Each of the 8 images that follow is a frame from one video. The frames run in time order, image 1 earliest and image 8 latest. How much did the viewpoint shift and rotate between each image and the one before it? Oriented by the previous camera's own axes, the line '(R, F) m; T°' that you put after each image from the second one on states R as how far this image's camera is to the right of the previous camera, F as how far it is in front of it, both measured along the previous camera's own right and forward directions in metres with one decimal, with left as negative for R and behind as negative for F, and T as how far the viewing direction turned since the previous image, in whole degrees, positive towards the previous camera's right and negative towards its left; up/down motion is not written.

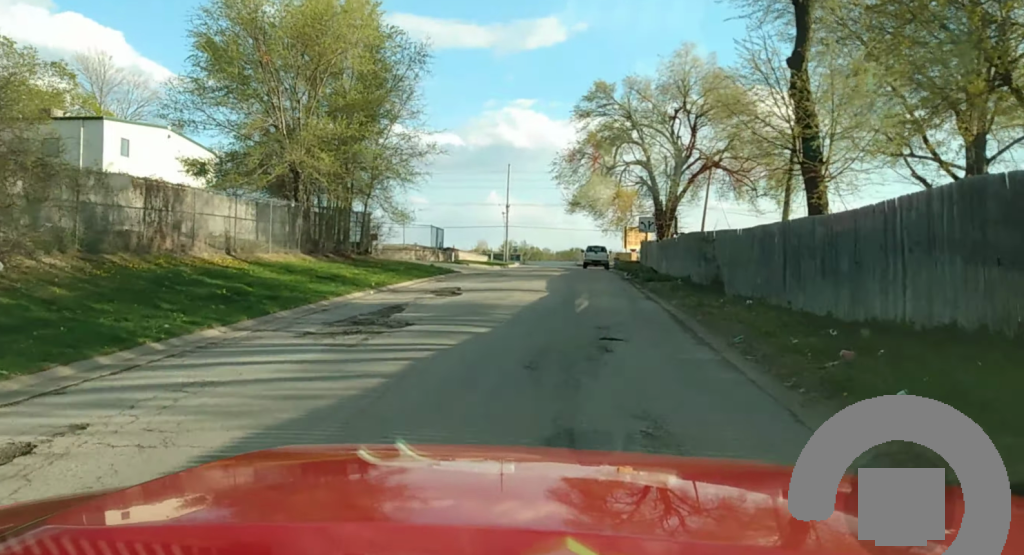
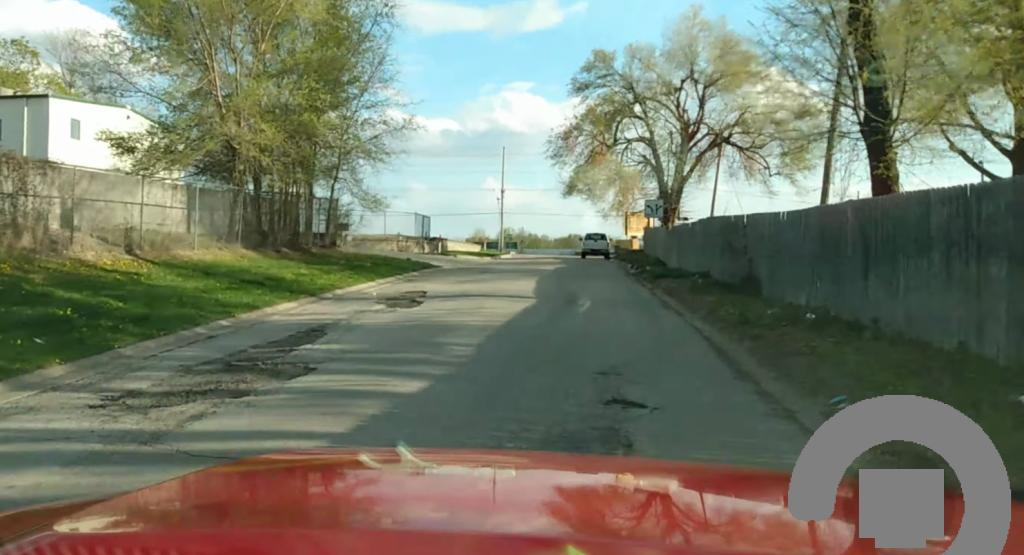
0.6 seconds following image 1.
(-0.1, +5.9) m; +1°
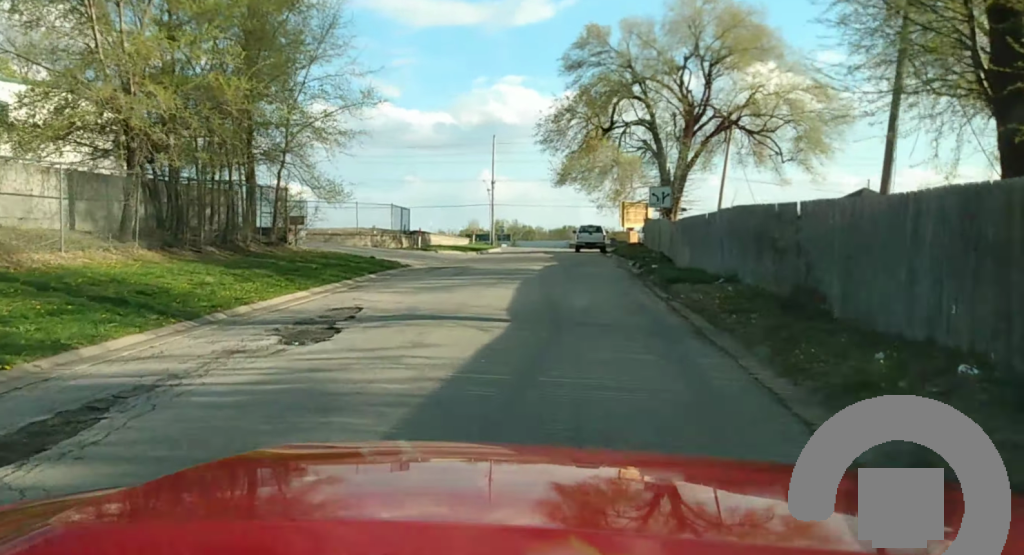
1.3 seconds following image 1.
(+0.5, +6.6) m; +1°
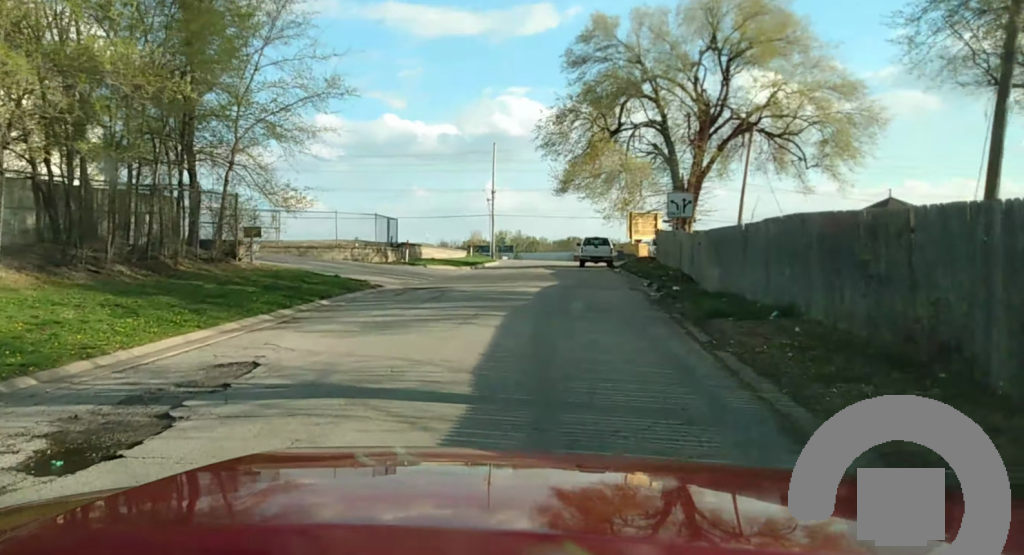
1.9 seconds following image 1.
(-0.2, +5.5) m; -1°
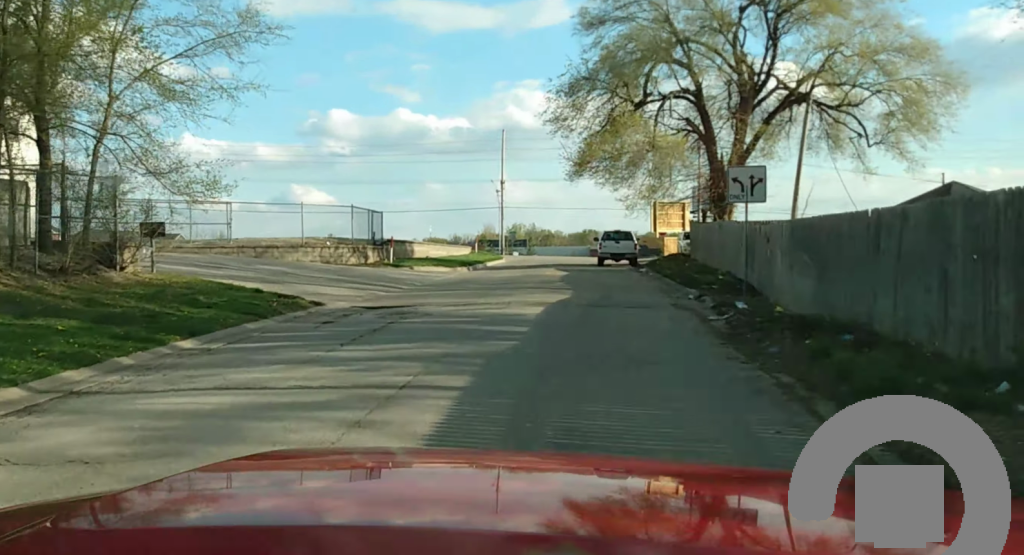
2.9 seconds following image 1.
(-0.3, +8.9) m; -2°
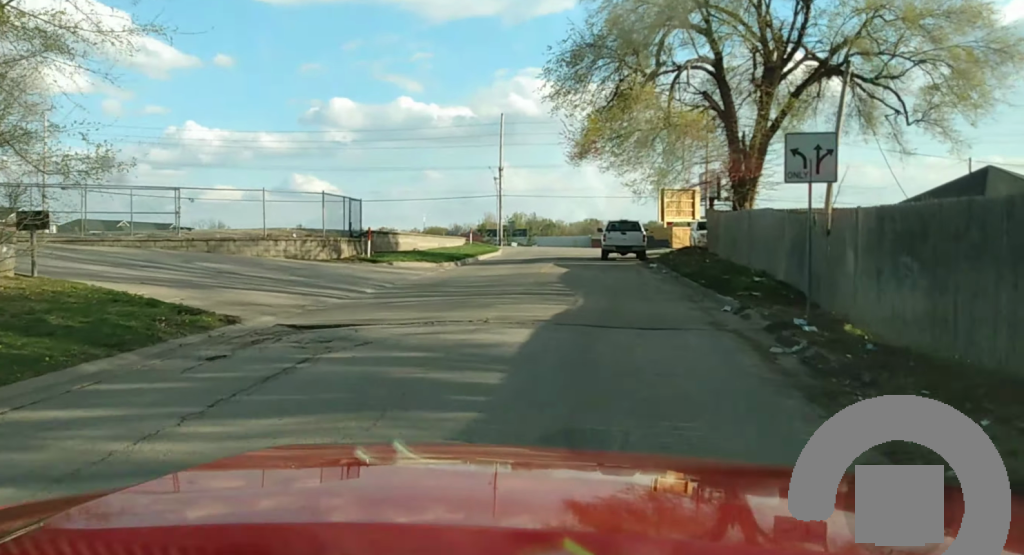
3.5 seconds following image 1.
(0.0, +5.6) m; 0°
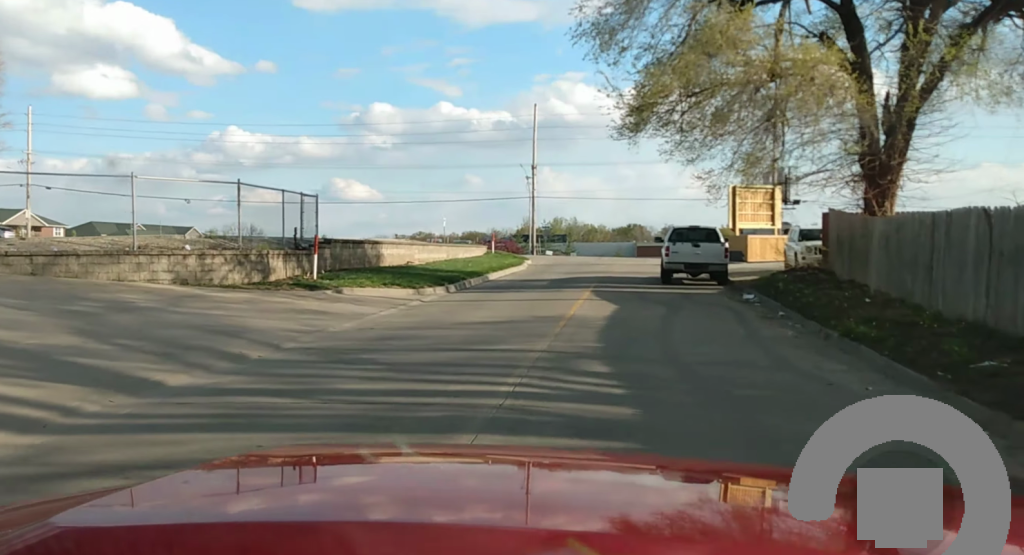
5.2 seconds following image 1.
(-0.2, +14.1) m; 0°
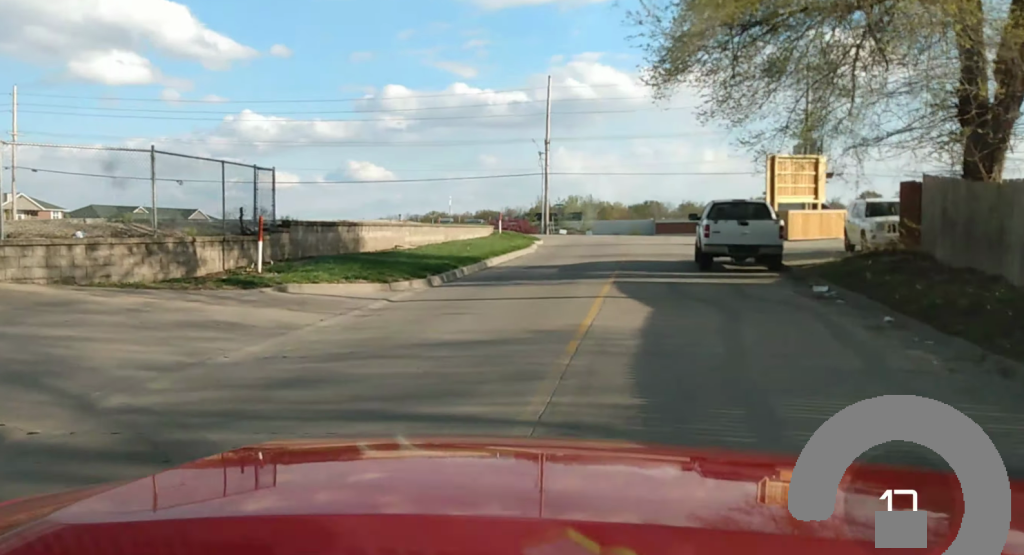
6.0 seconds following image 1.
(+0.1, +6.3) m; -1°
